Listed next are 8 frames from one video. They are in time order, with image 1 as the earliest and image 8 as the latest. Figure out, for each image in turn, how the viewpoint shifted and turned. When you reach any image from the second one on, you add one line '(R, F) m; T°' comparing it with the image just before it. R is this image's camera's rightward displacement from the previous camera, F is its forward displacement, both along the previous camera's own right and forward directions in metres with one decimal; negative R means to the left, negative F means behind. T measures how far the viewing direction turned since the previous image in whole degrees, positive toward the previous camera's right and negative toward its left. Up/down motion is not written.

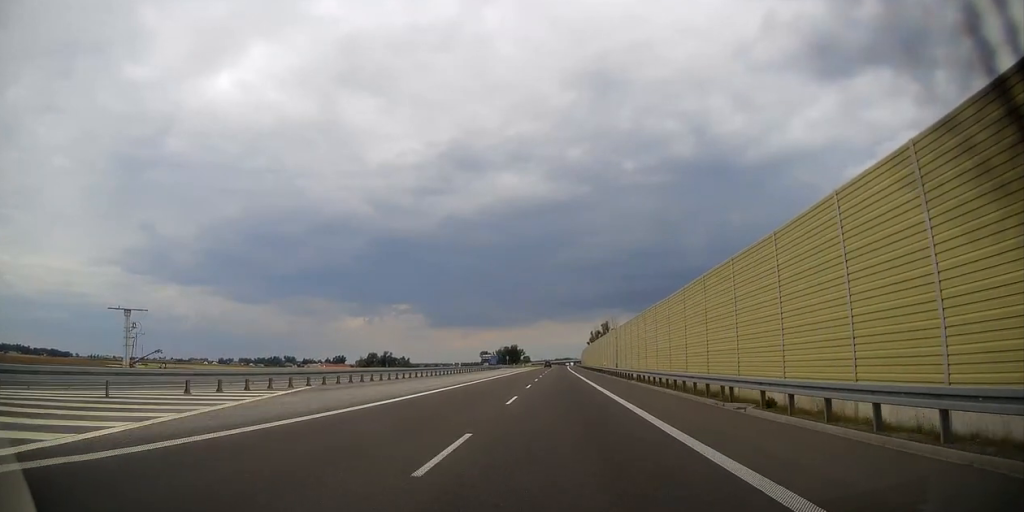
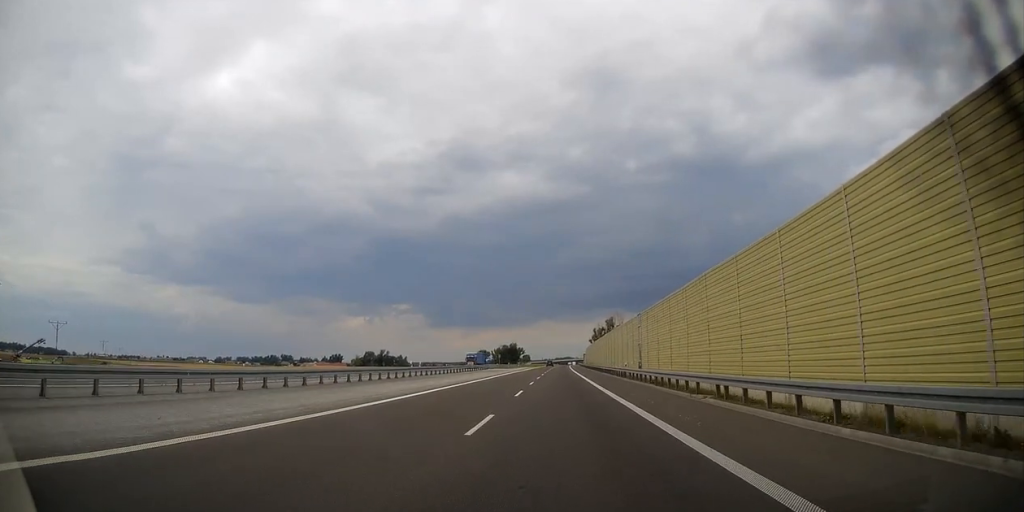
(-0.1, +20.4) m; 0°
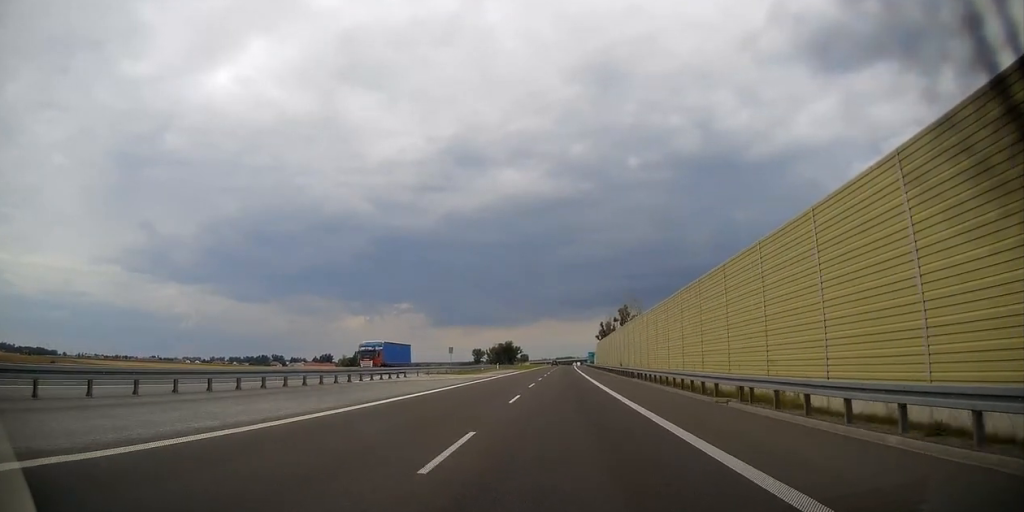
(0.0, +52.3) m; 0°
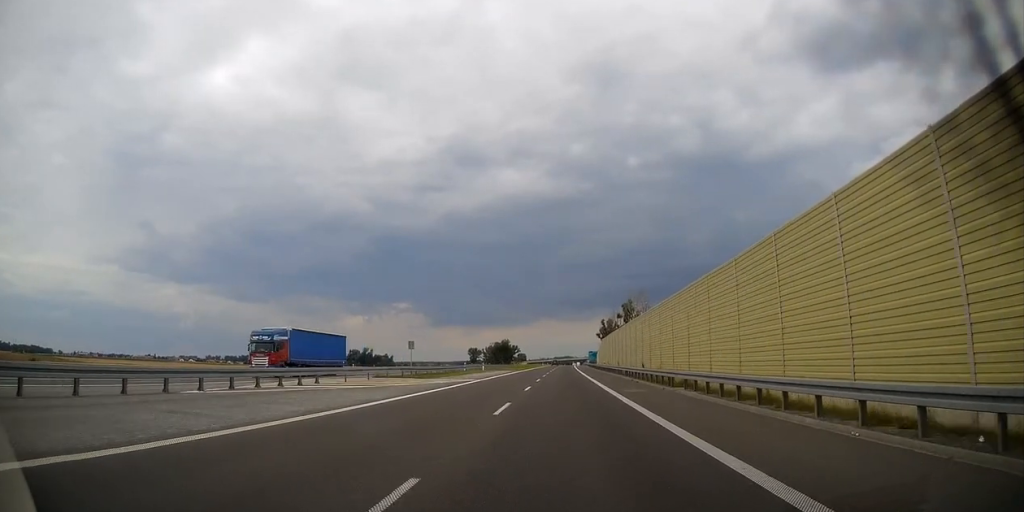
(0.0, +16.6) m; 0°
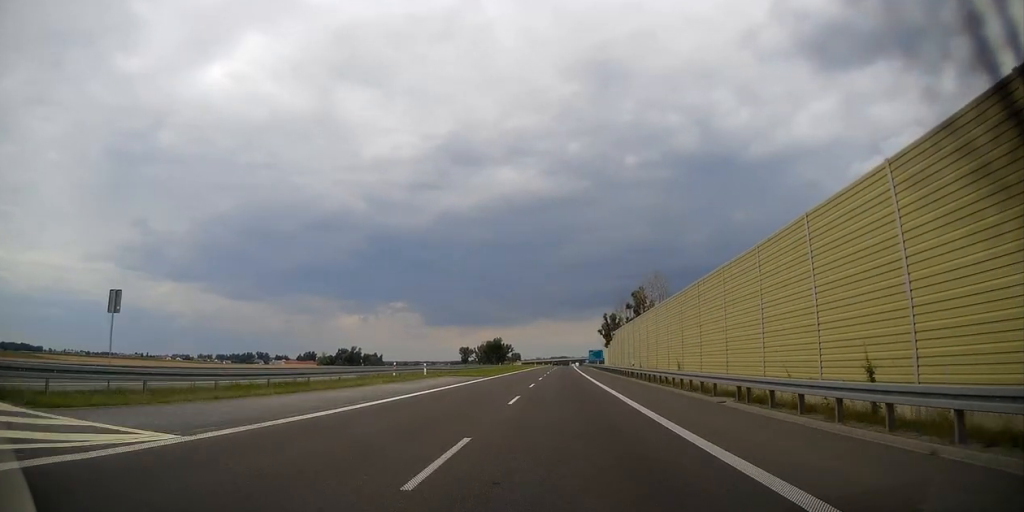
(+0.2, +33.1) m; 0°
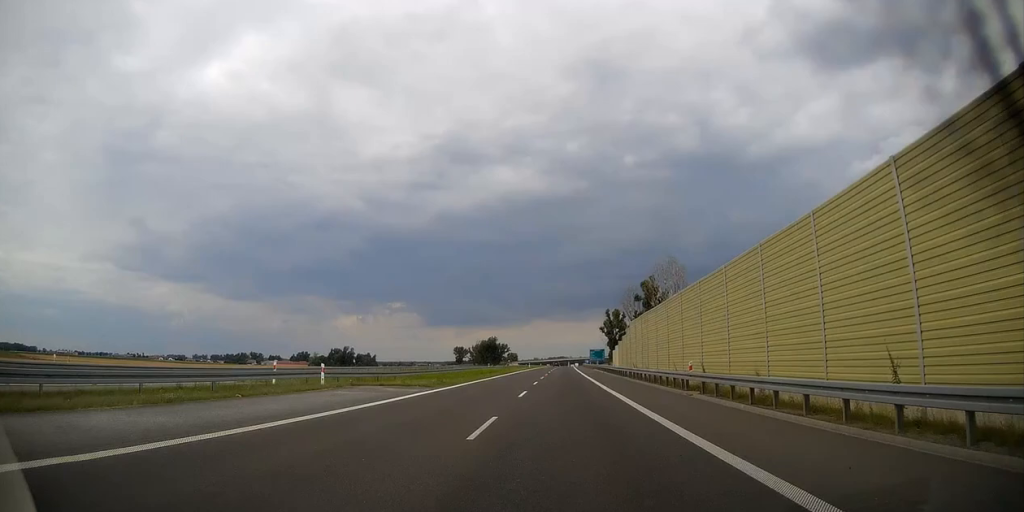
(0.0, +19.0) m; 0°
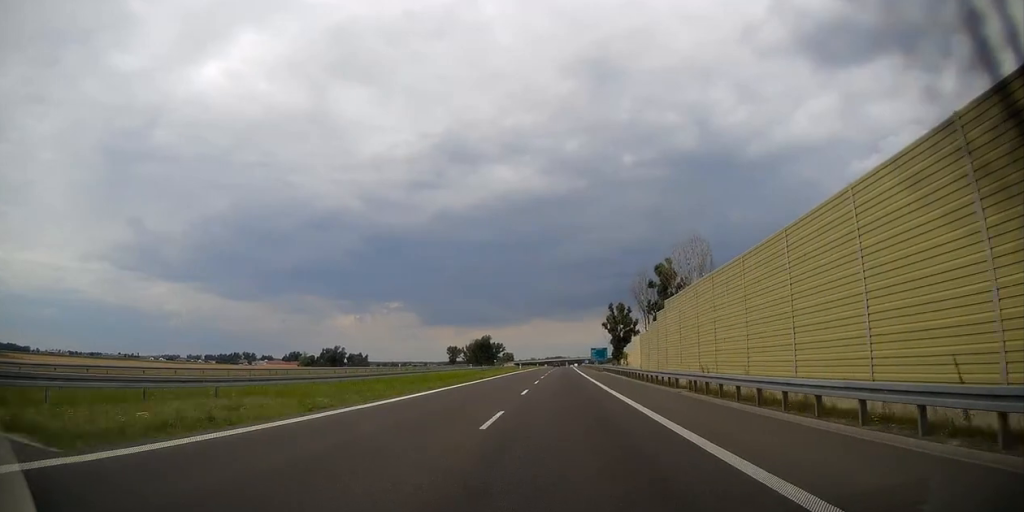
(-0.1, +22.9) m; 0°
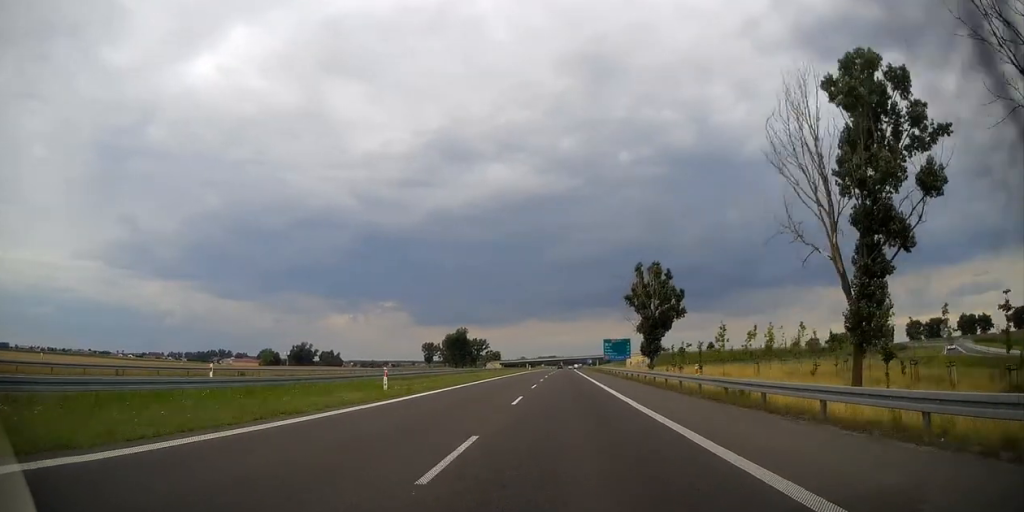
(+0.7, +78.3) m; +1°
